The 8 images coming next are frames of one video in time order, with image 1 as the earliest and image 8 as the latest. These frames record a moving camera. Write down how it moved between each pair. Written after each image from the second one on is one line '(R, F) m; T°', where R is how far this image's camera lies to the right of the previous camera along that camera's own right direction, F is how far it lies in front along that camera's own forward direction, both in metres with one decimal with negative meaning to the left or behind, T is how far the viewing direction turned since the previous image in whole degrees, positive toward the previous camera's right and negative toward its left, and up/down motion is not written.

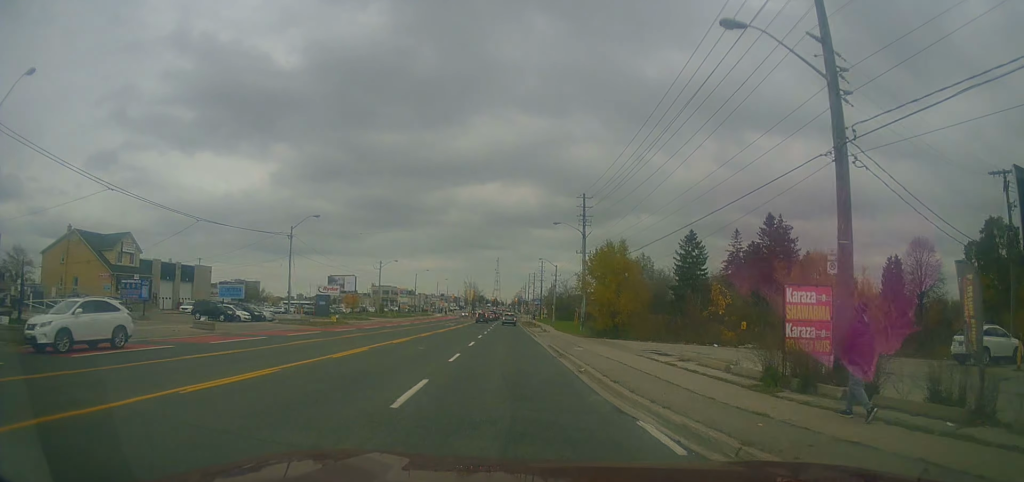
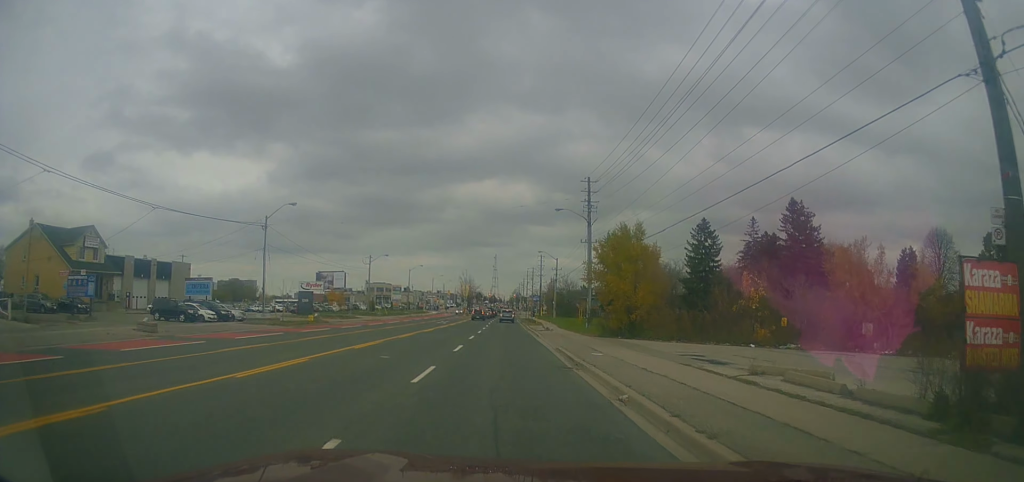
(0.0, +5.5) m; 0°
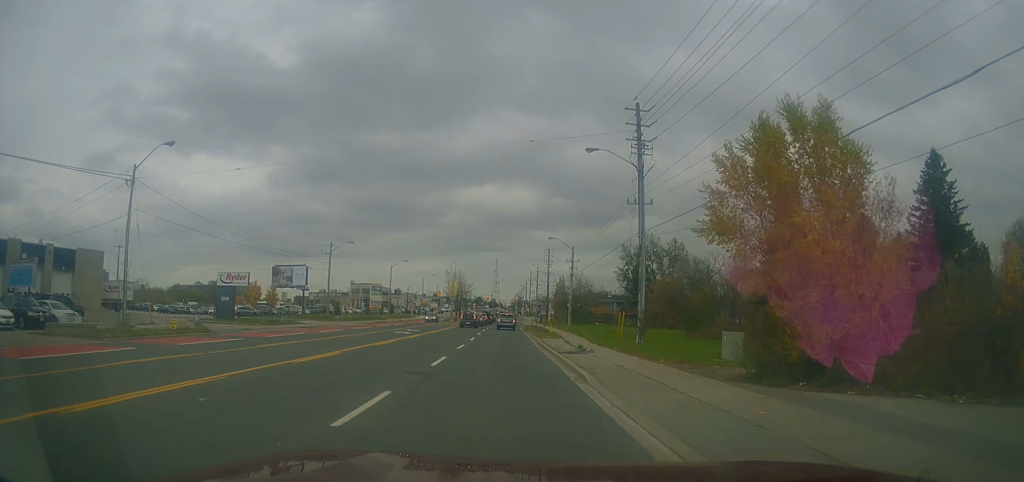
(-0.6, +20.1) m; -1°
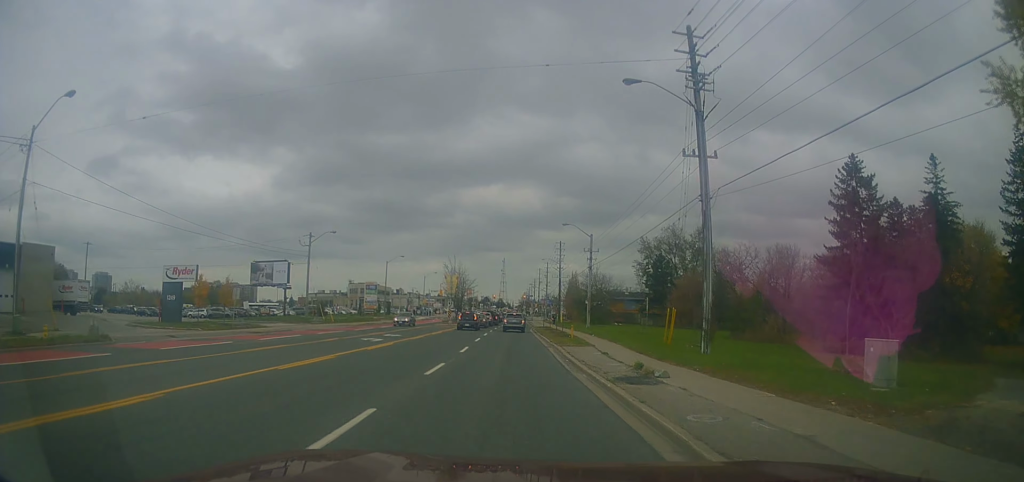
(+0.5, +10.5) m; +3°
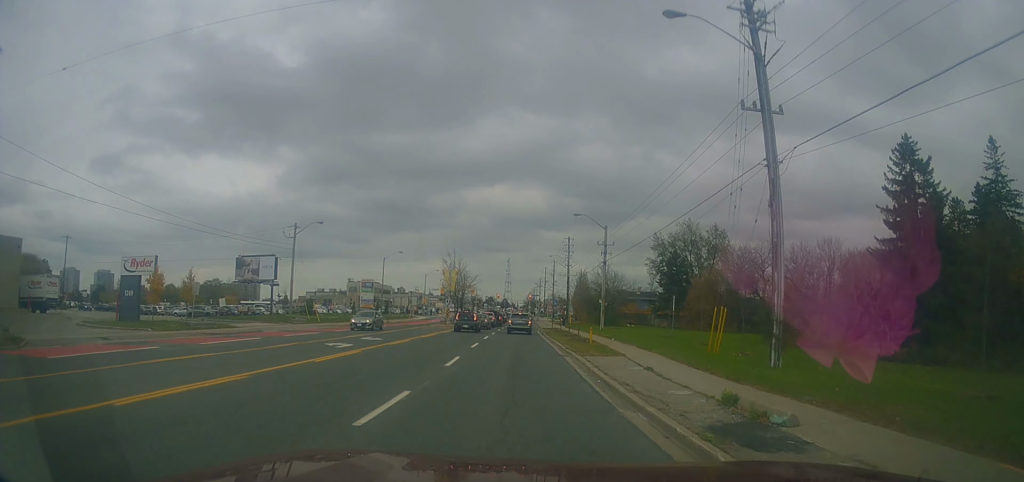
(0.0, +6.2) m; -2°
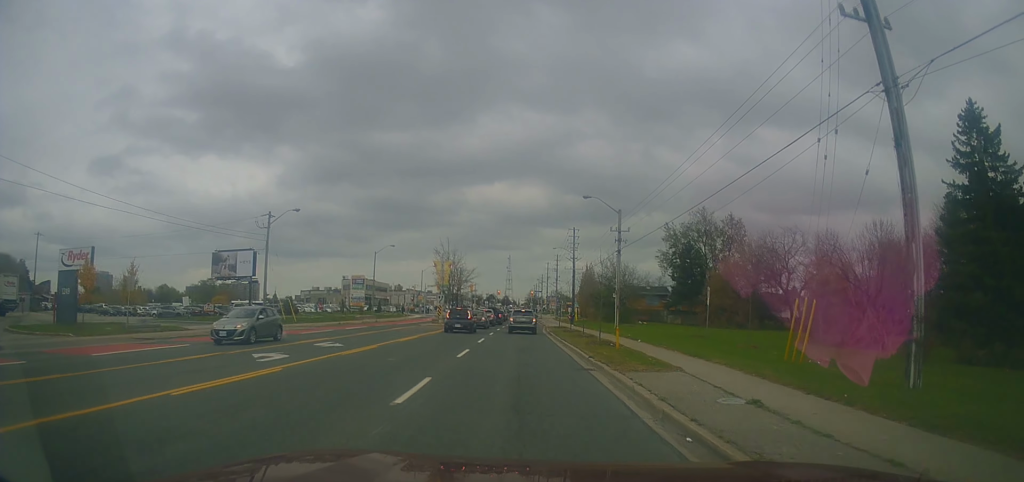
(-0.2, +7.0) m; -3°
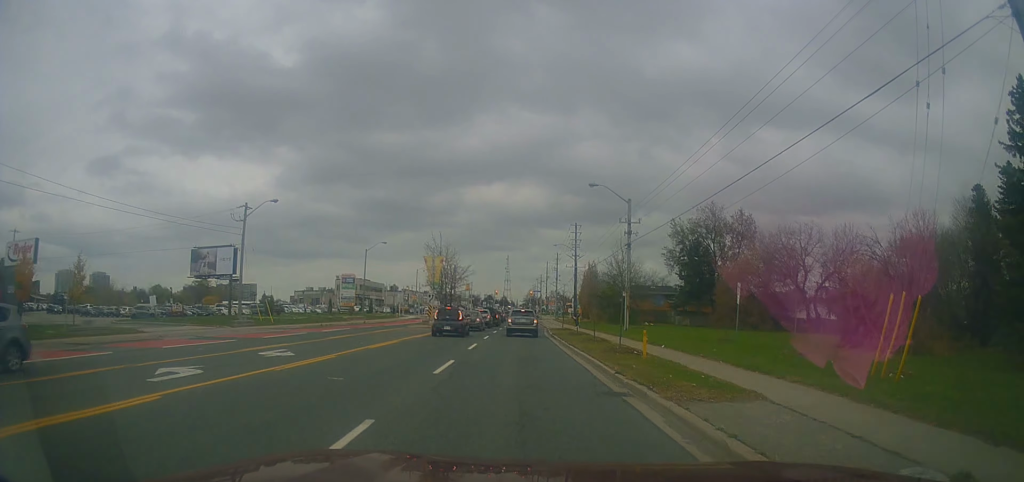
(-0.1, +5.0) m; -2°
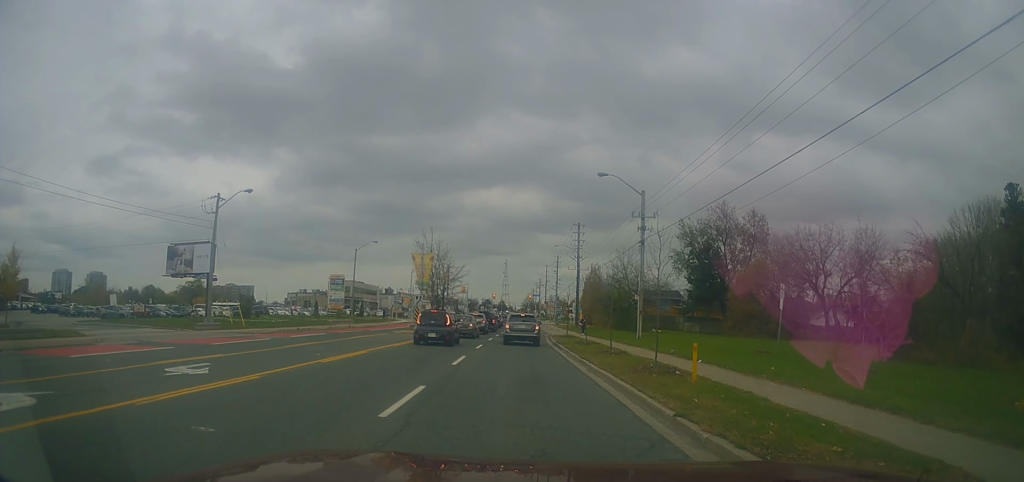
(-0.1, +5.5) m; -1°
